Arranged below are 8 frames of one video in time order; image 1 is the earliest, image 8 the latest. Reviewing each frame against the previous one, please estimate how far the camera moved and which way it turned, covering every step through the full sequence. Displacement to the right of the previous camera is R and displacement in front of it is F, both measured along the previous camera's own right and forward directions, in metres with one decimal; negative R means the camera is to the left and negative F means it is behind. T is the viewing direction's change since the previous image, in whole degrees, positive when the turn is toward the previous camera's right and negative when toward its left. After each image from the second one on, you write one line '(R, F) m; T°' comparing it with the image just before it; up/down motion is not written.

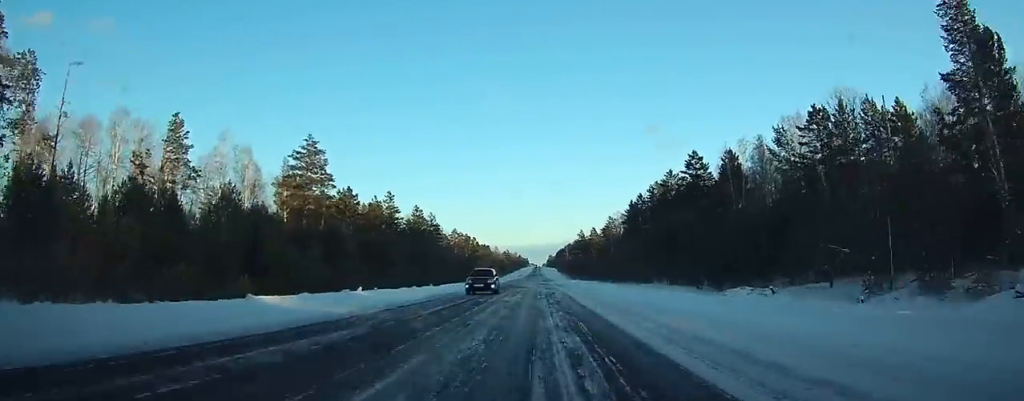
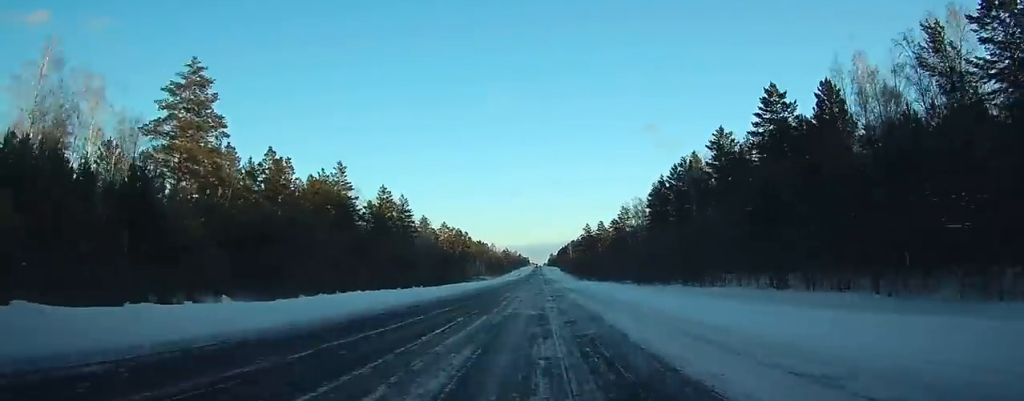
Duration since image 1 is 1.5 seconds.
(0.0, +37.7) m; 0°
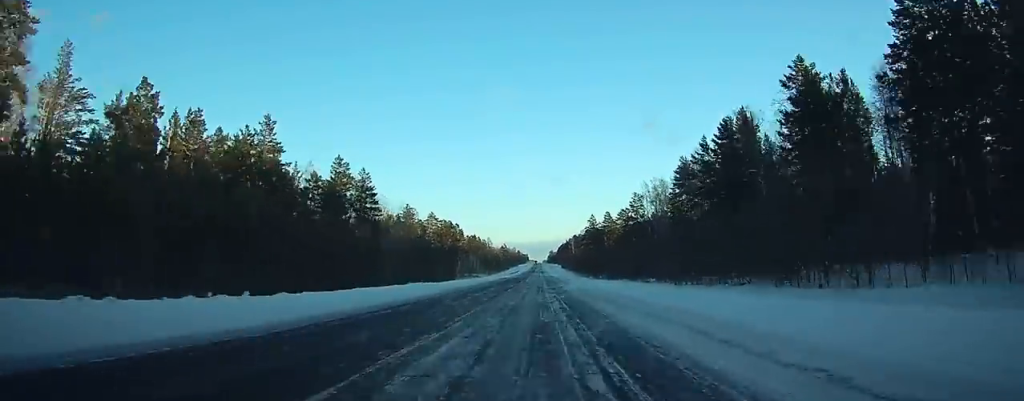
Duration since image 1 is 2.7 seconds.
(-0.1, +30.9) m; 0°
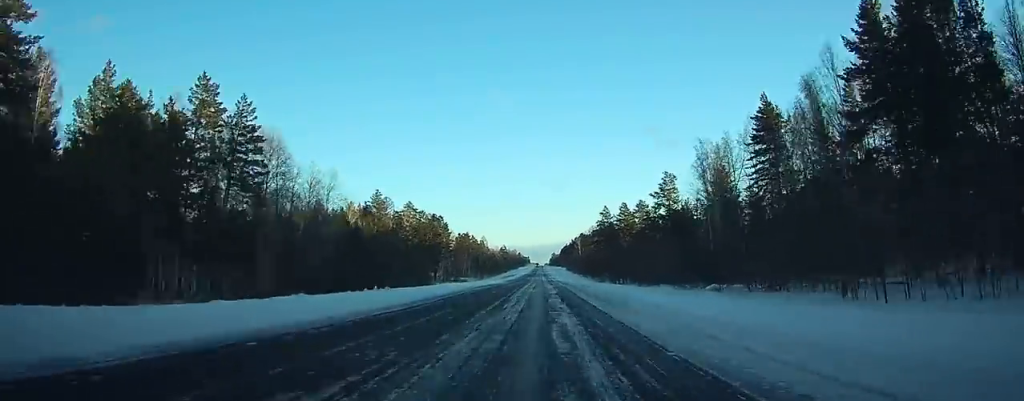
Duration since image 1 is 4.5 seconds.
(-0.1, +46.4) m; 0°
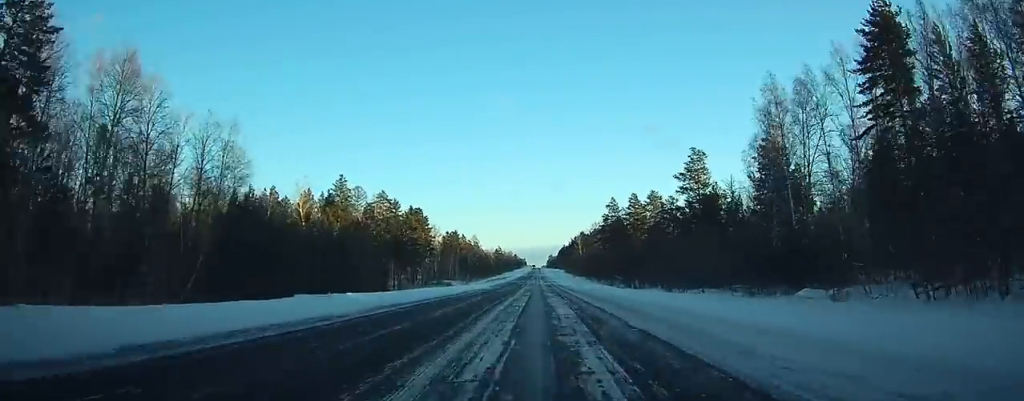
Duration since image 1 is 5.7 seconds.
(+0.1, +30.9) m; 0°
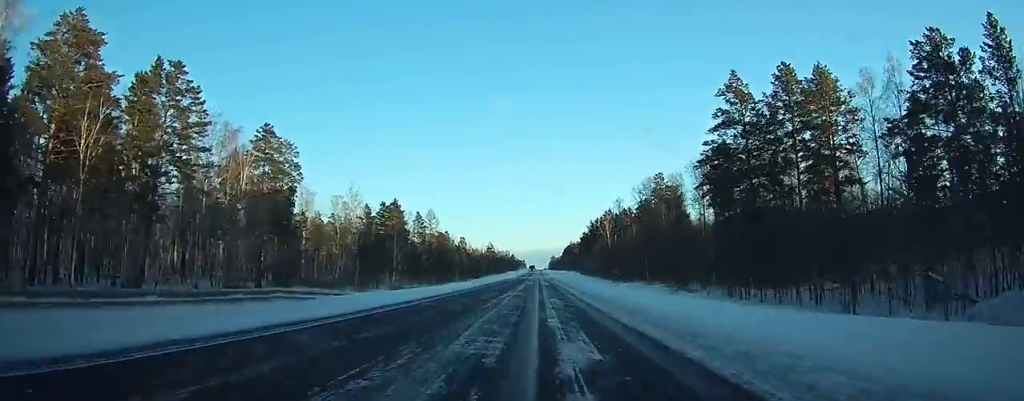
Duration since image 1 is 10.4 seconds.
(-0.6, +121.8) m; -1°
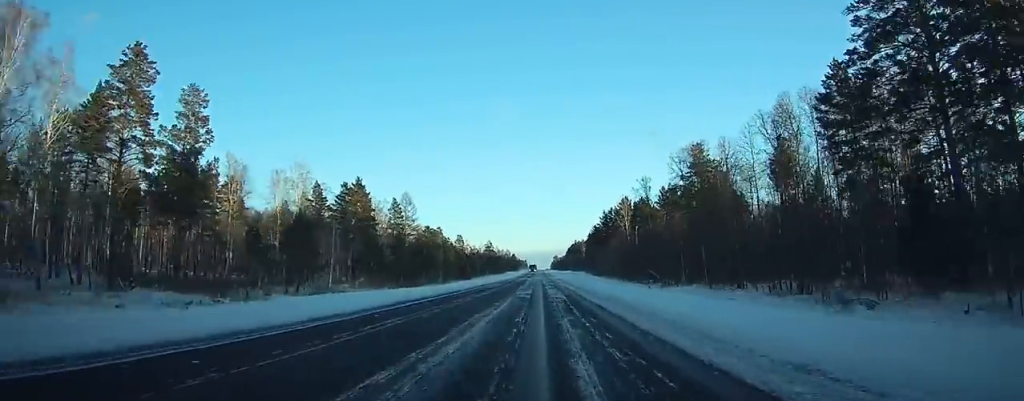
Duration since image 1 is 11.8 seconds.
(+0.1, +35.9) m; 0°
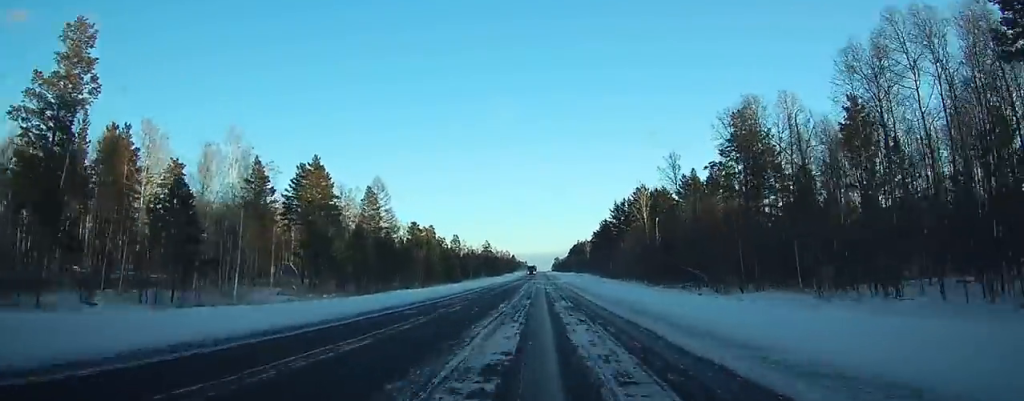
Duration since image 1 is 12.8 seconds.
(-0.1, +25.5) m; 0°
